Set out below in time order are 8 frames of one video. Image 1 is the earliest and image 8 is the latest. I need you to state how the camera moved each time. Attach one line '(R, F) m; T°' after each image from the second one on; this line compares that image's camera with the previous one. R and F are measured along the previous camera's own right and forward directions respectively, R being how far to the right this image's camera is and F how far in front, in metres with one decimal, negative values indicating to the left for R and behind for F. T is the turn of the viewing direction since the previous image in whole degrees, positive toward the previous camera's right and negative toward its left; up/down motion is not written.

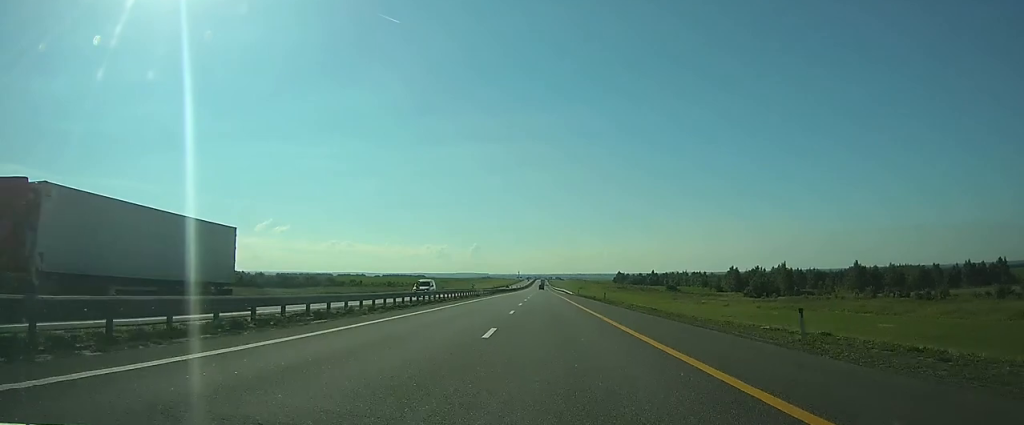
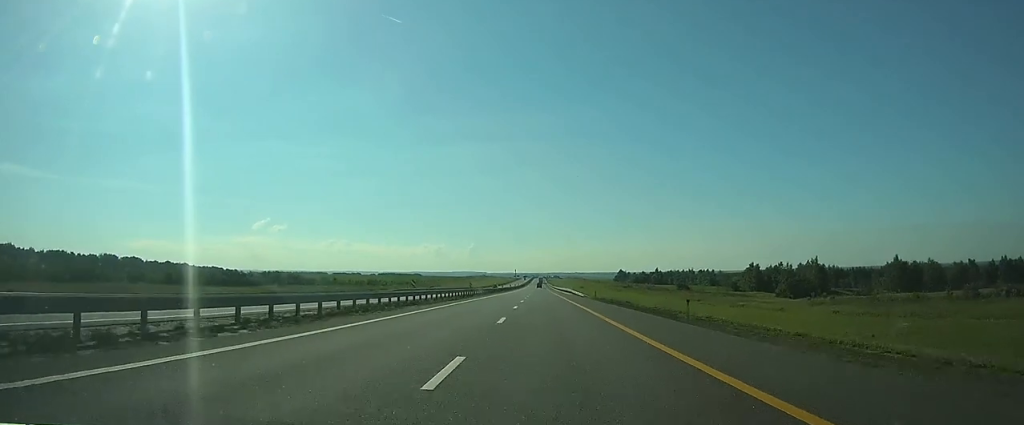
(+0.1, +30.4) m; 0°
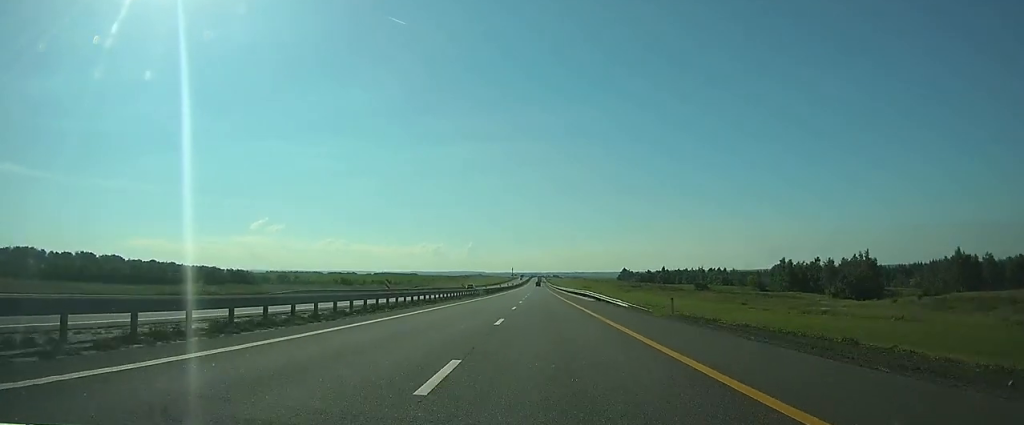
(0.0, +35.8) m; 0°
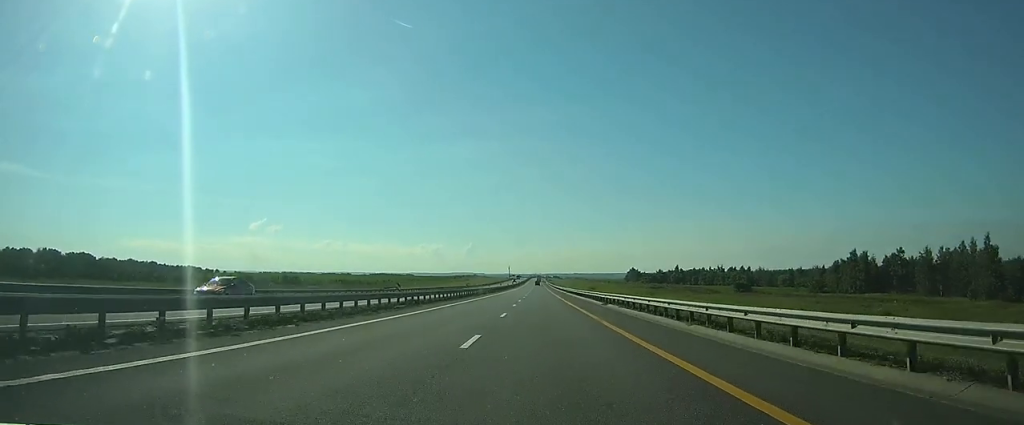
(-0.1, +54.1) m; 0°
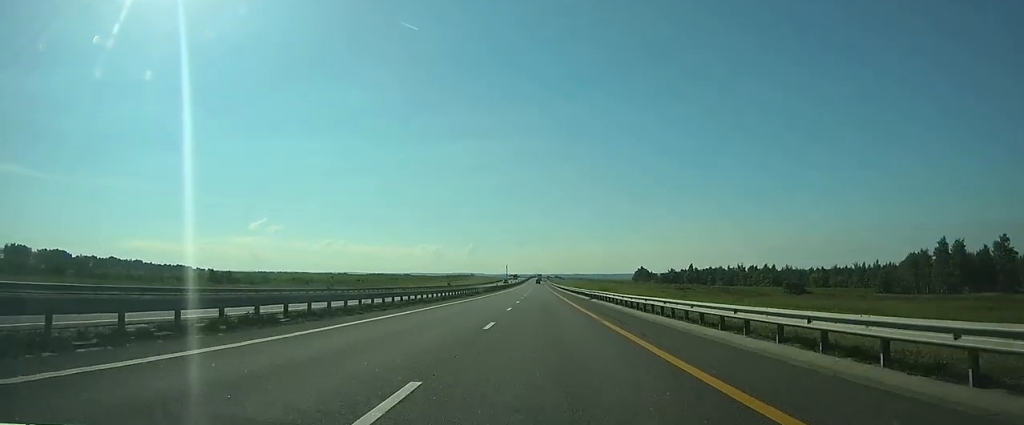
(+0.2, +42.8) m; 0°
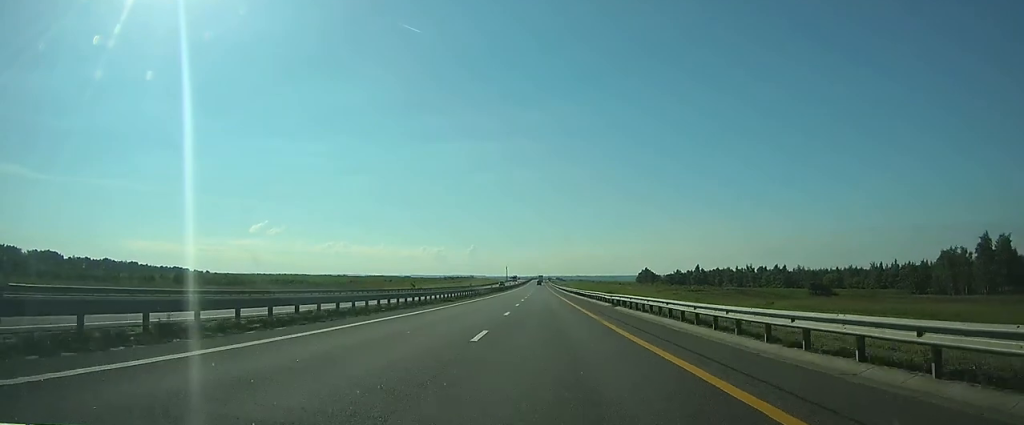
(0.0, +15.0) m; 0°
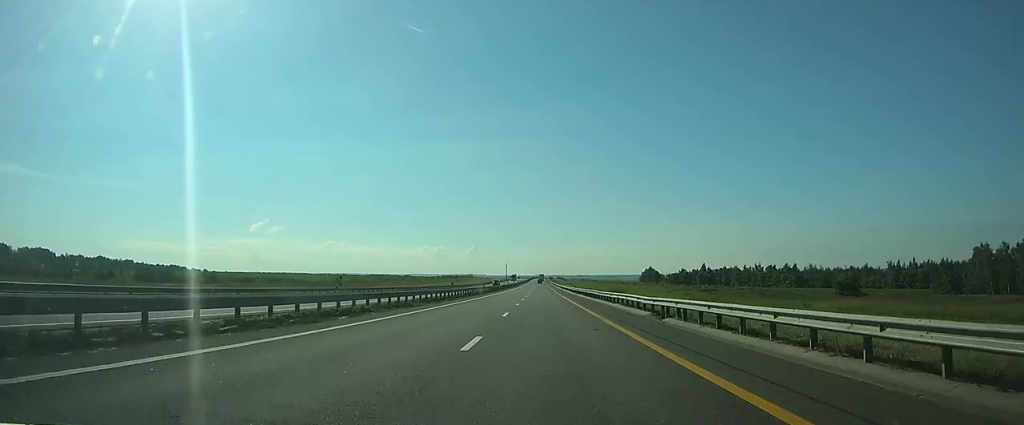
(0.0, +14.0) m; 0°
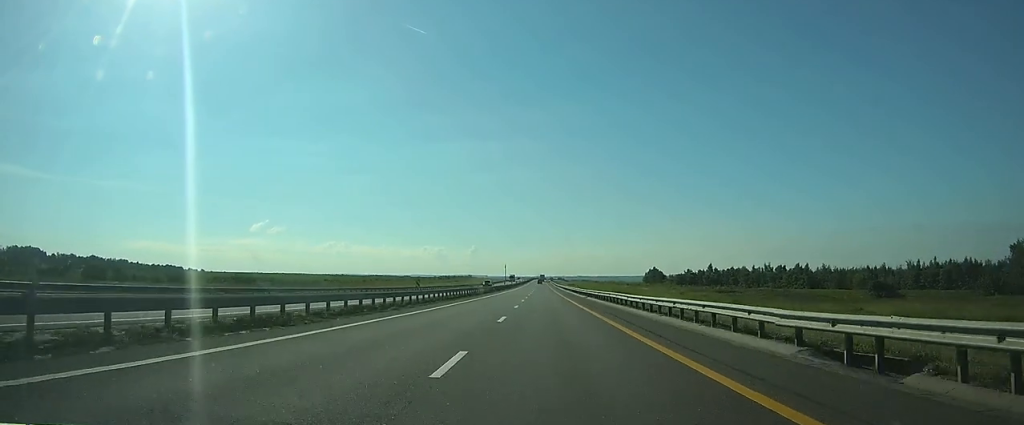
(0.0, +15.1) m; 0°
